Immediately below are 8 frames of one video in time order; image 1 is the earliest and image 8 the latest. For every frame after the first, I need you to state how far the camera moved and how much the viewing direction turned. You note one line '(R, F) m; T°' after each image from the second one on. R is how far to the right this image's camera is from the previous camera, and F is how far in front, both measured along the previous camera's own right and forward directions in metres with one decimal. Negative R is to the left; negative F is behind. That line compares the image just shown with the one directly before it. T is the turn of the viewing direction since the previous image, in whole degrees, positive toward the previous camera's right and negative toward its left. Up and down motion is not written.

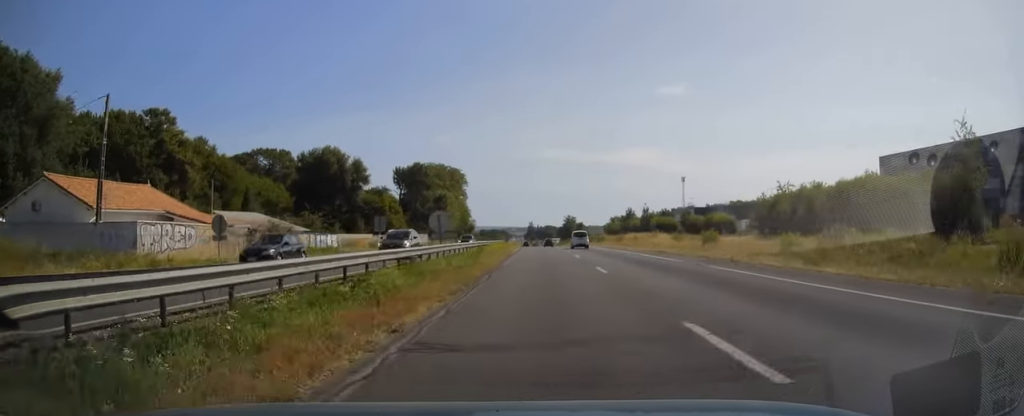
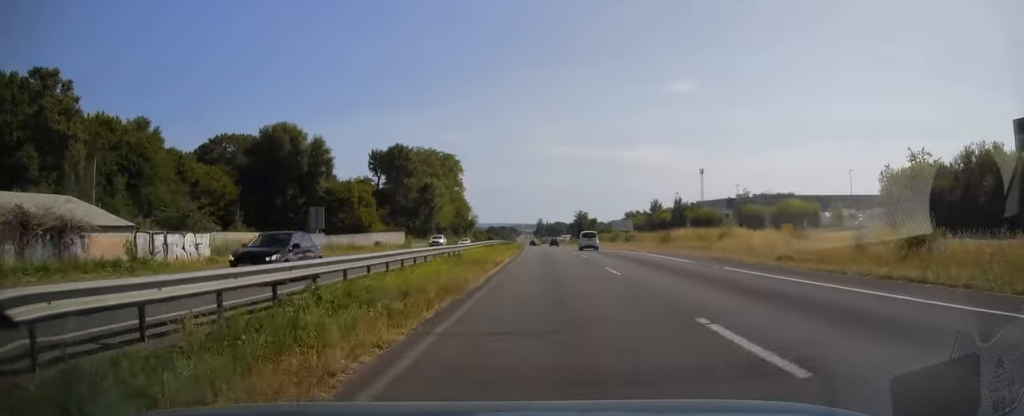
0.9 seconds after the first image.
(-0.4, +26.8) m; -2°
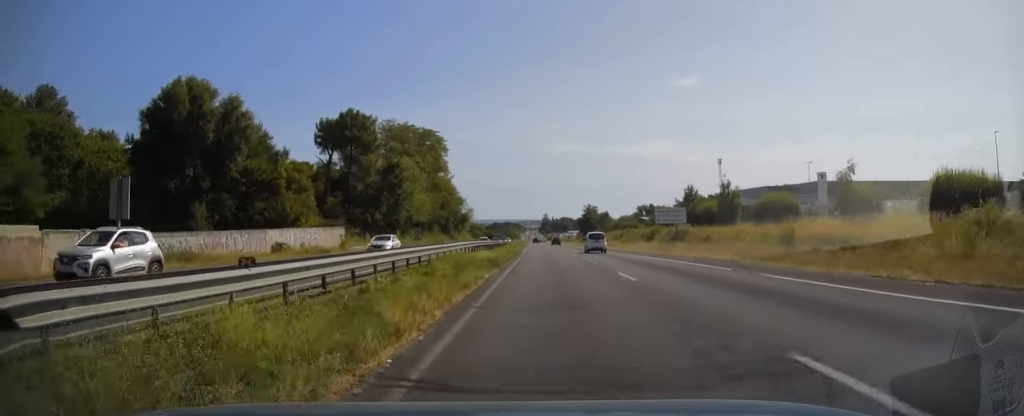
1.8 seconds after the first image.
(-0.5, +30.1) m; -1°
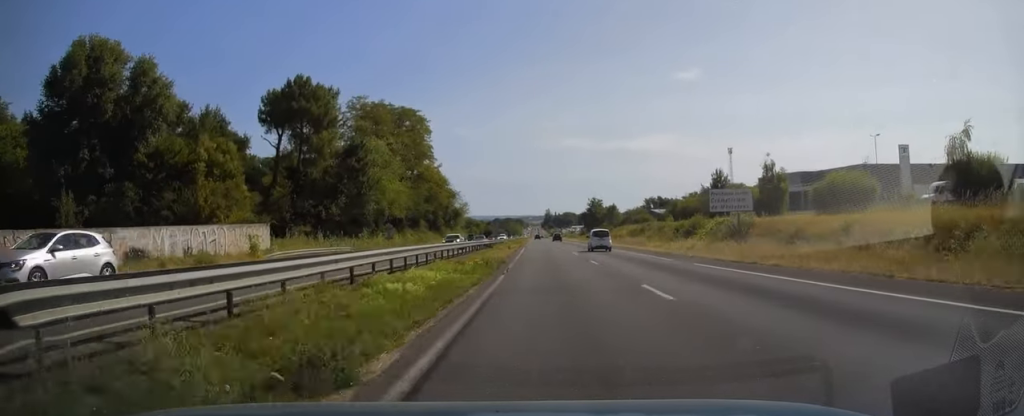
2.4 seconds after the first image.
(-0.1, +18.2) m; 0°
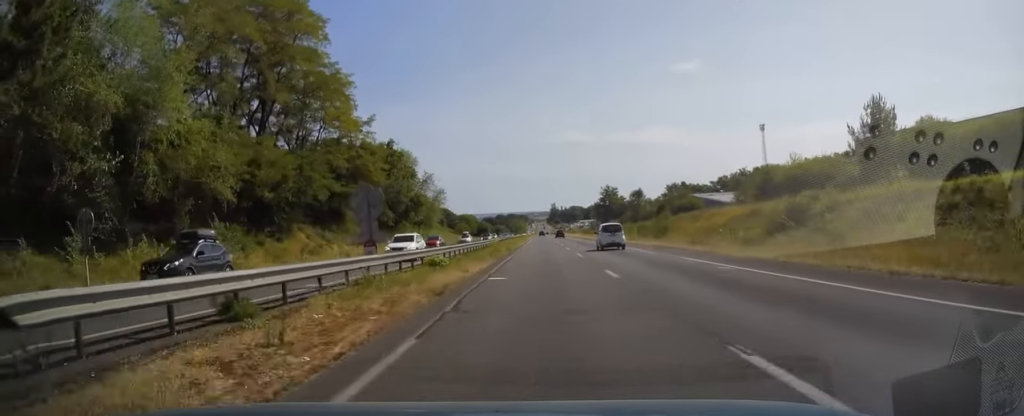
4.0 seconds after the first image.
(-0.1, +49.0) m; 0°
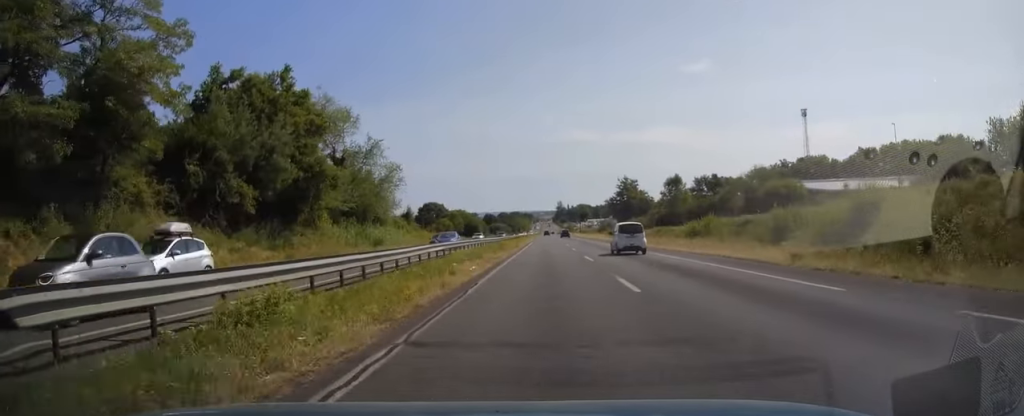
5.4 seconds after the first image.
(-0.2, +44.2) m; -1°
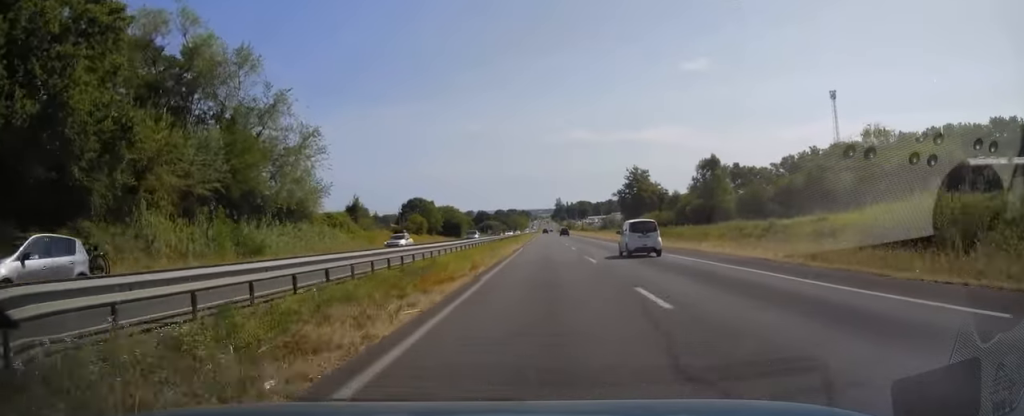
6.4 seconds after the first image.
(-0.2, +30.8) m; 0°
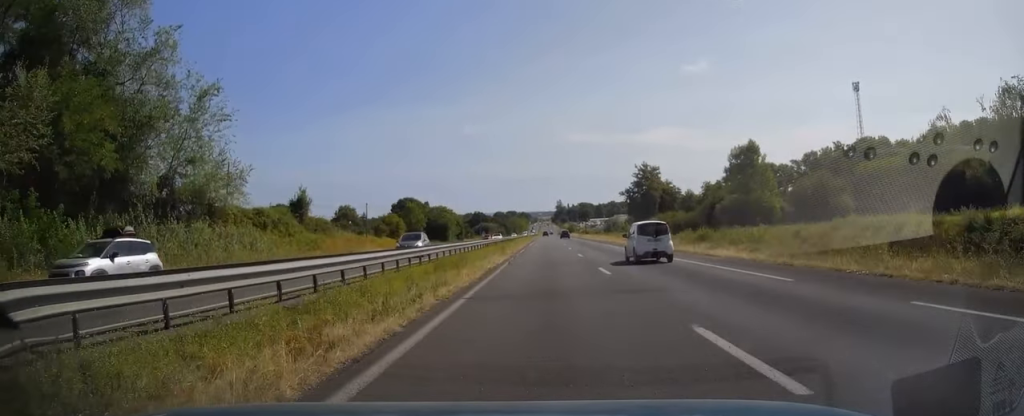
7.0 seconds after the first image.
(+0.2, +18.7) m; 0°
